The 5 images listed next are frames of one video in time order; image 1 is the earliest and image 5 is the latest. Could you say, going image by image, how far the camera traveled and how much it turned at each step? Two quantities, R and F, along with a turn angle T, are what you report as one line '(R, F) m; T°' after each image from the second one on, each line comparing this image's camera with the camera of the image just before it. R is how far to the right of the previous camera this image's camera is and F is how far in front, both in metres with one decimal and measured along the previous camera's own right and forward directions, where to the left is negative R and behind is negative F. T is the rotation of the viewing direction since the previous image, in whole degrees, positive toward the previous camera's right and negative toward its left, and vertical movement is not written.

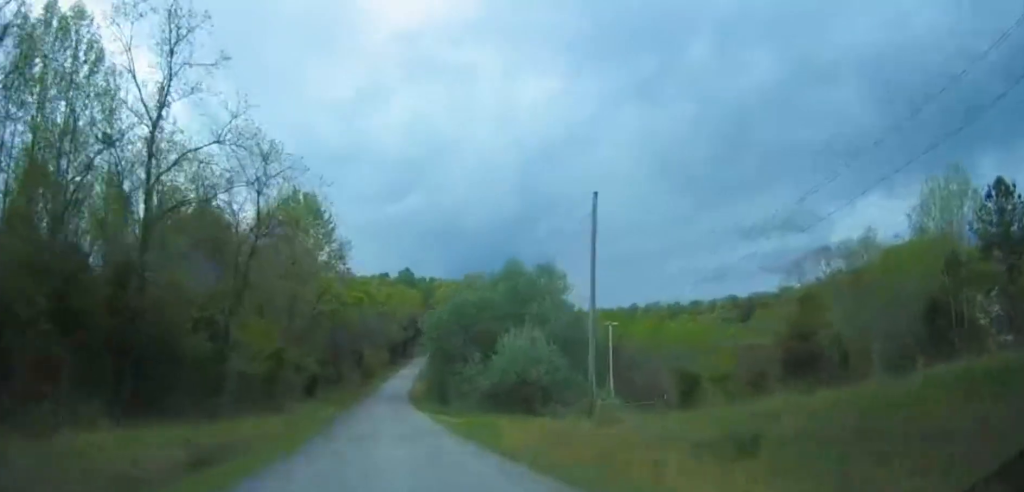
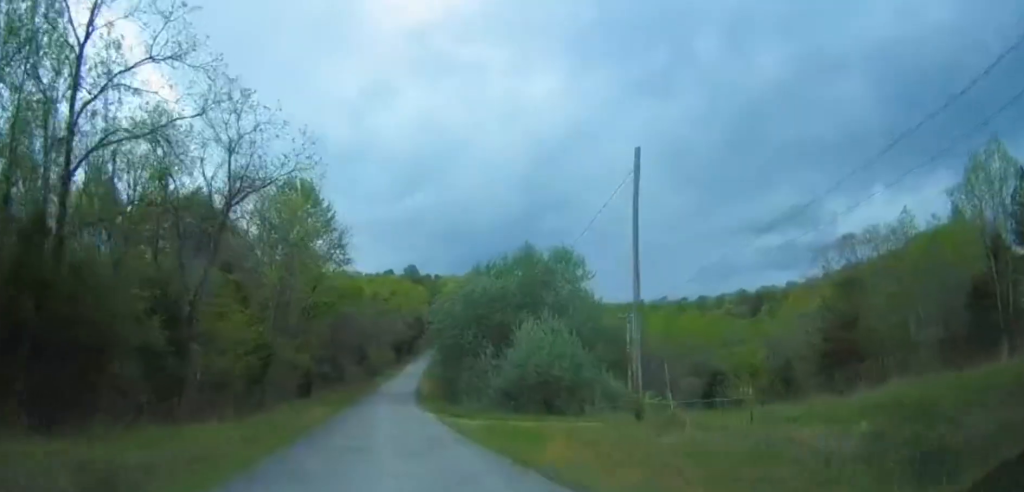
(-0.2, +4.9) m; 0°
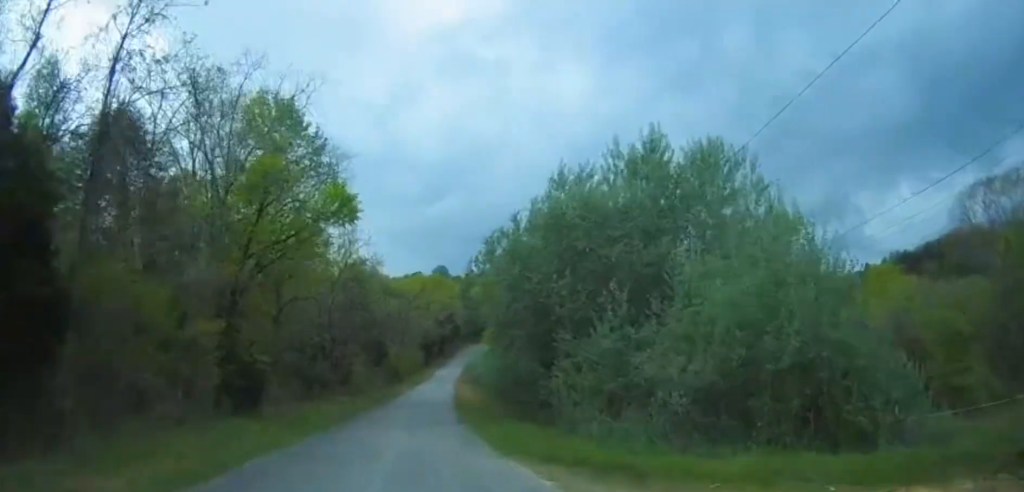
(+0.5, +23.4) m; -1°
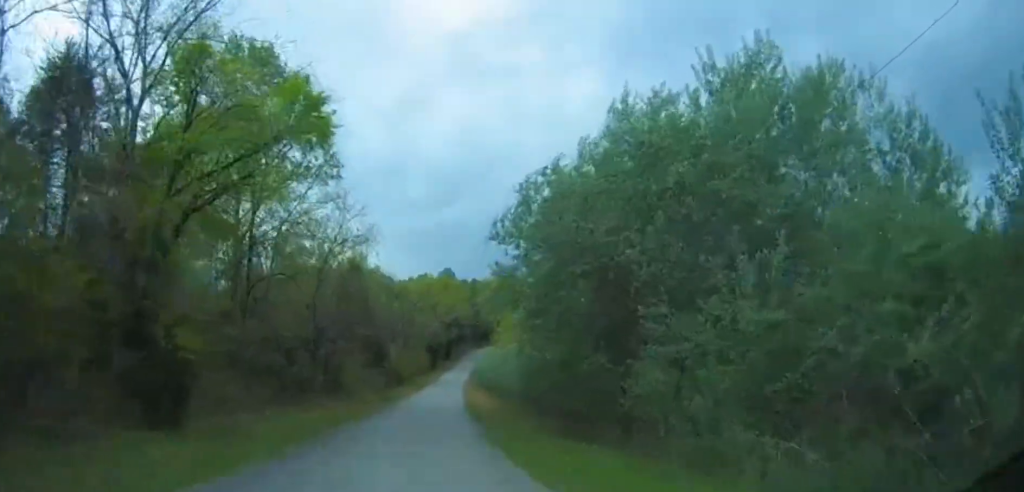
(-0.2, +9.0) m; -1°
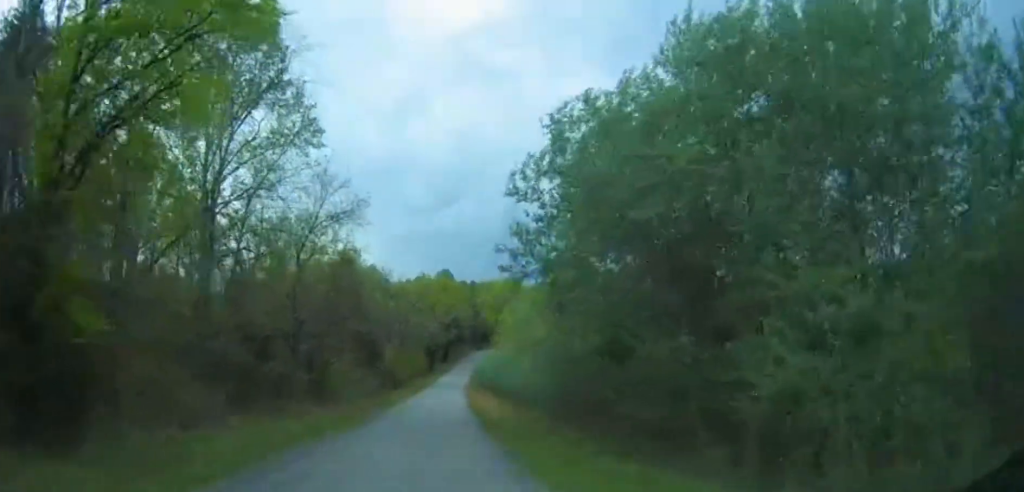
(0.0, +5.9) m; +1°
